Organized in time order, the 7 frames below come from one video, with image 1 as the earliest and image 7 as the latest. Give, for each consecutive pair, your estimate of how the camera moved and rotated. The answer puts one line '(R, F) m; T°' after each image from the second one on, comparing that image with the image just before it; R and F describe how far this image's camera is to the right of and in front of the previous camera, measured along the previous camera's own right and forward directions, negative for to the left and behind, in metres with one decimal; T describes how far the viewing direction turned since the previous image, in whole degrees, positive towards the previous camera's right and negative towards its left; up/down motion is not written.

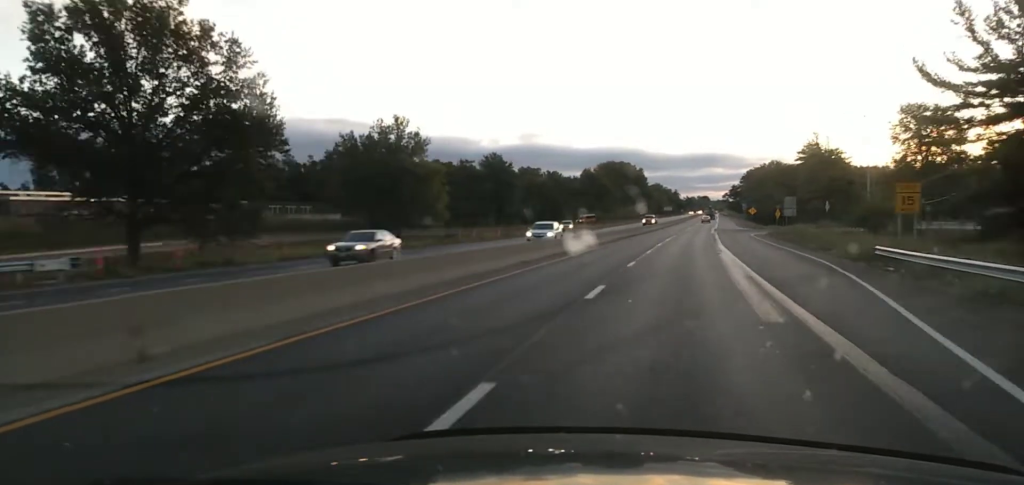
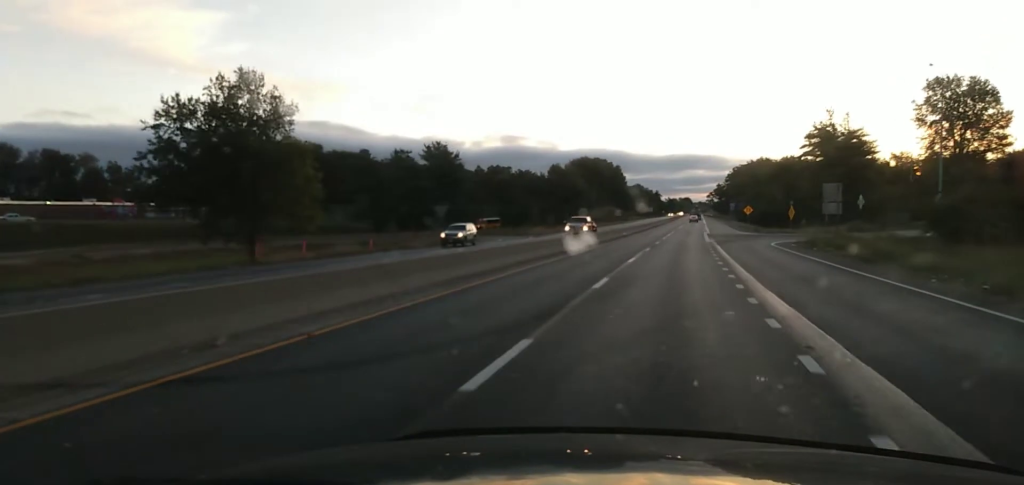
(+0.5, +33.2) m; +1°
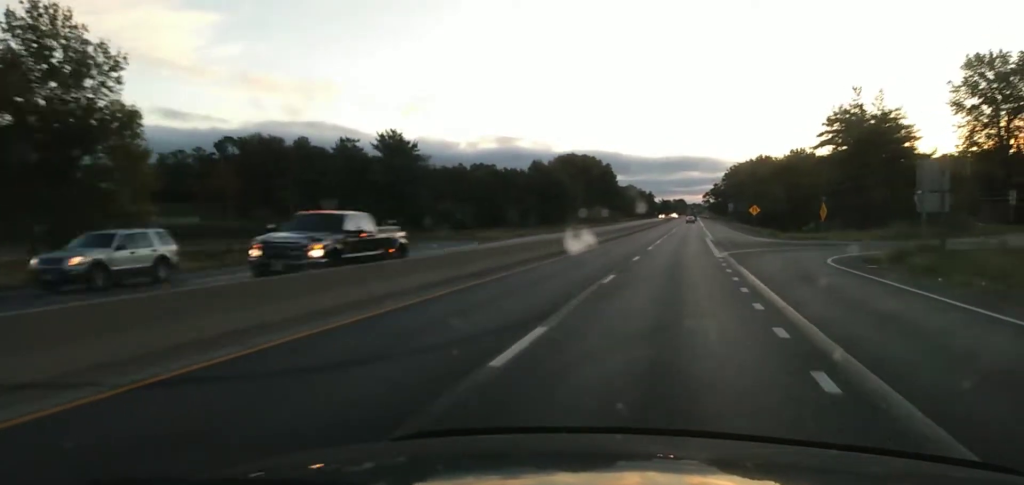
(+0.1, +22.5) m; 0°
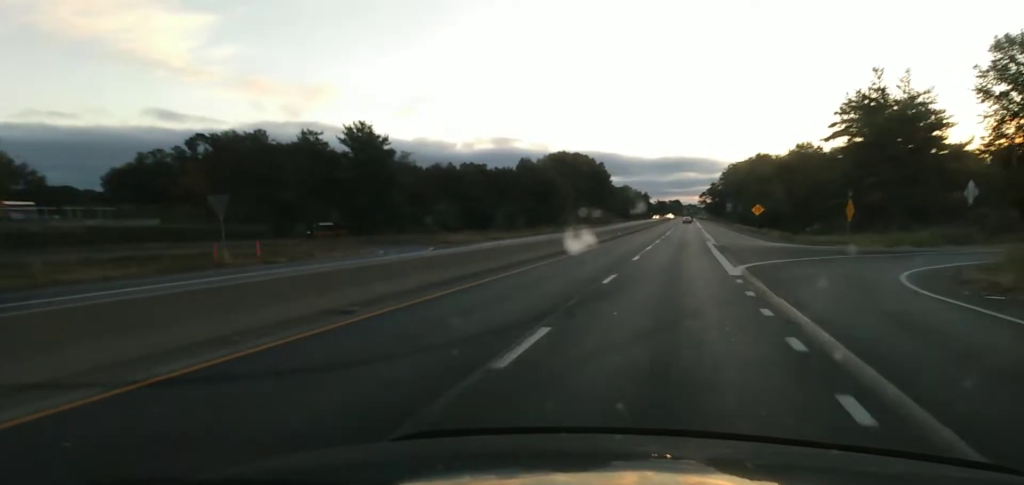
(-0.1, +14.5) m; 0°
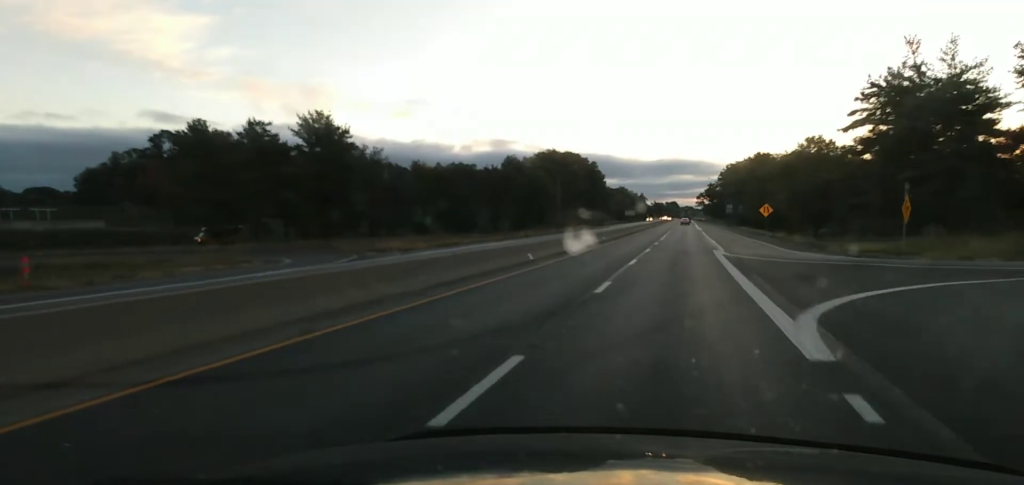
(+0.1, +12.6) m; 0°
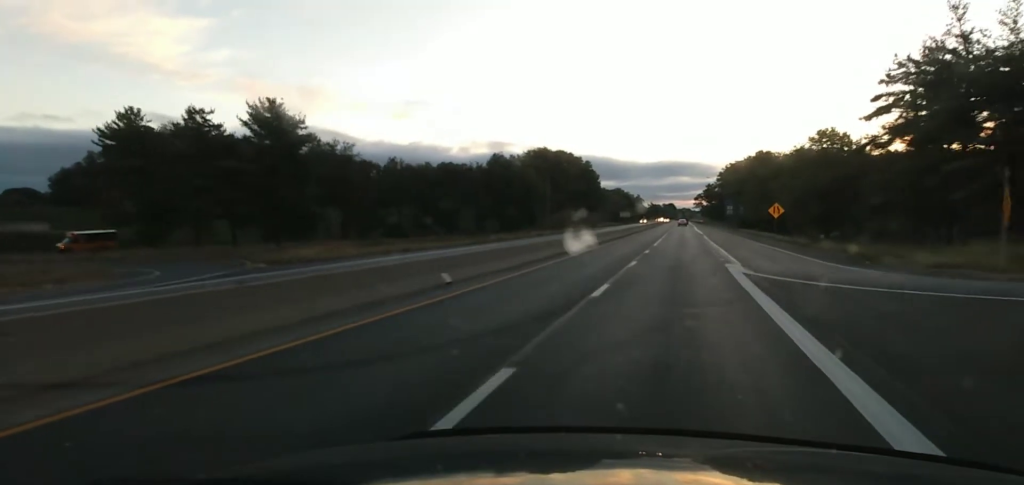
(0.0, +13.1) m; 0°
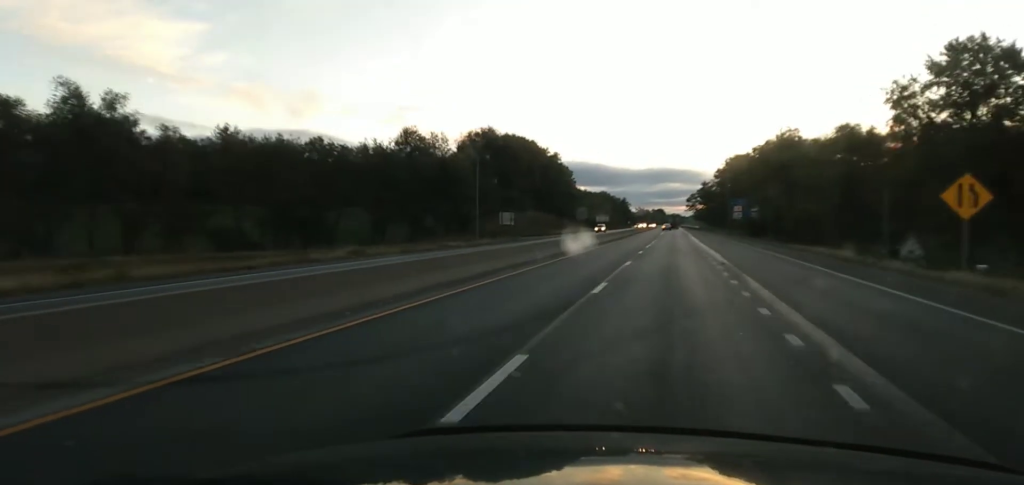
(-0.2, +61.1) m; 0°
